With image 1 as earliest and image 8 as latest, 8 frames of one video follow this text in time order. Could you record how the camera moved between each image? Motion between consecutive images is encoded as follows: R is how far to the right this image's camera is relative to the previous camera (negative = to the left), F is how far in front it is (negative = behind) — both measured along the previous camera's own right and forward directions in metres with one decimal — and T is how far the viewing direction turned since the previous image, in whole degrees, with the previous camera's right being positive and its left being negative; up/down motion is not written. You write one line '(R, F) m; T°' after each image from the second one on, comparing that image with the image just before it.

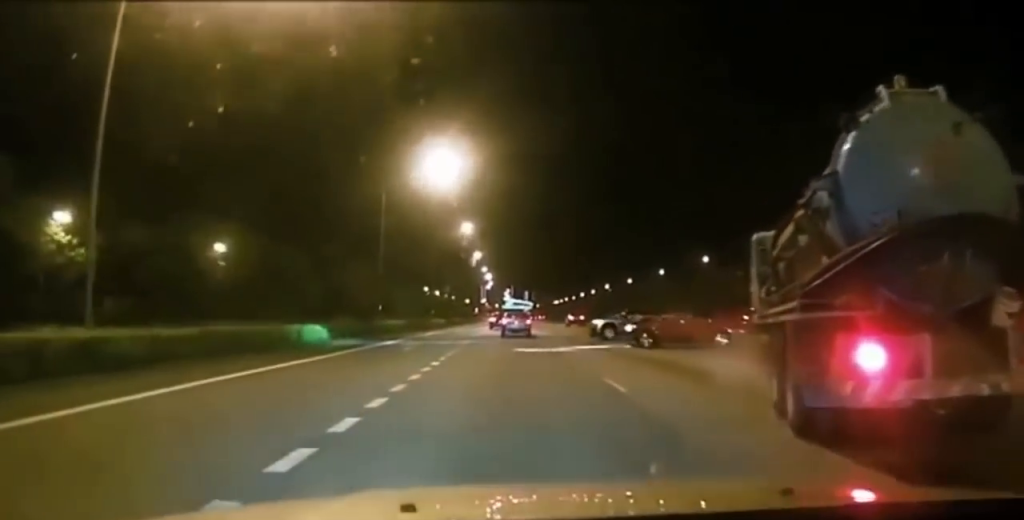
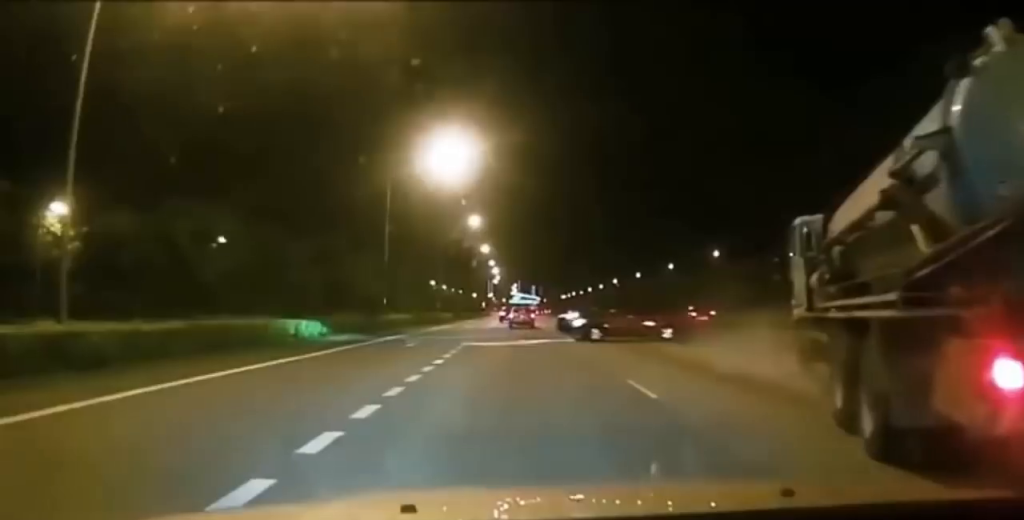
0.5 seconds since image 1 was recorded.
(0.0, +3.3) m; +1°
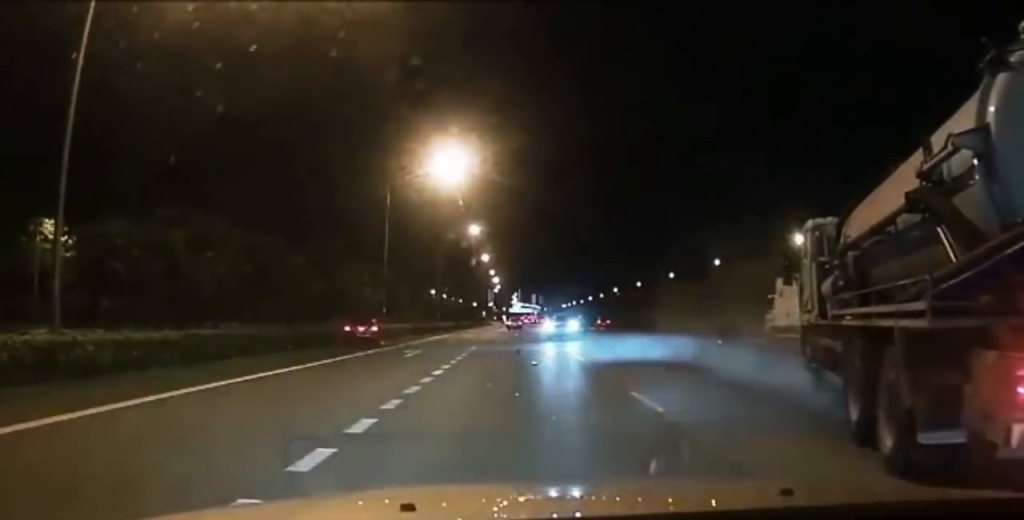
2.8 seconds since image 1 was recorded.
(+0.2, +9.8) m; +2°
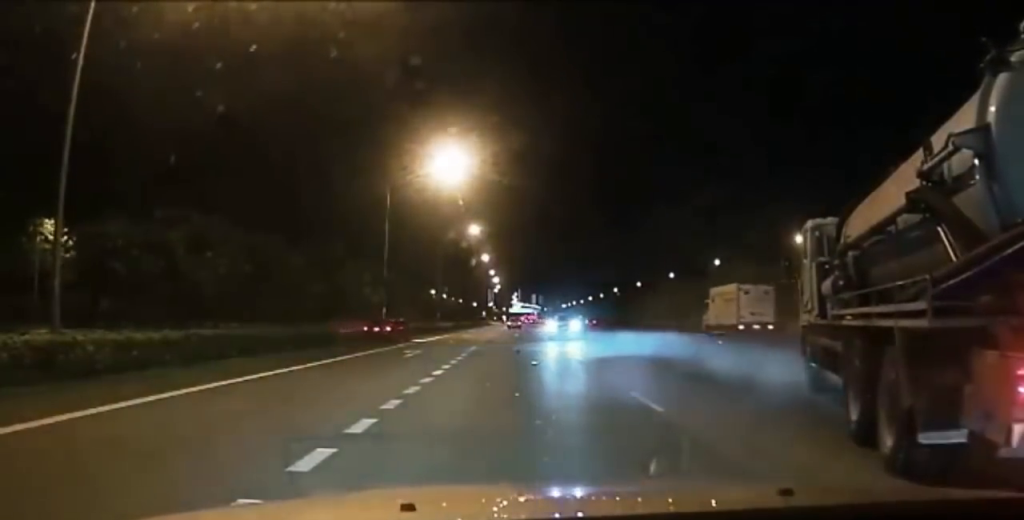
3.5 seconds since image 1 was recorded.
(0.0, +1.9) m; 0°
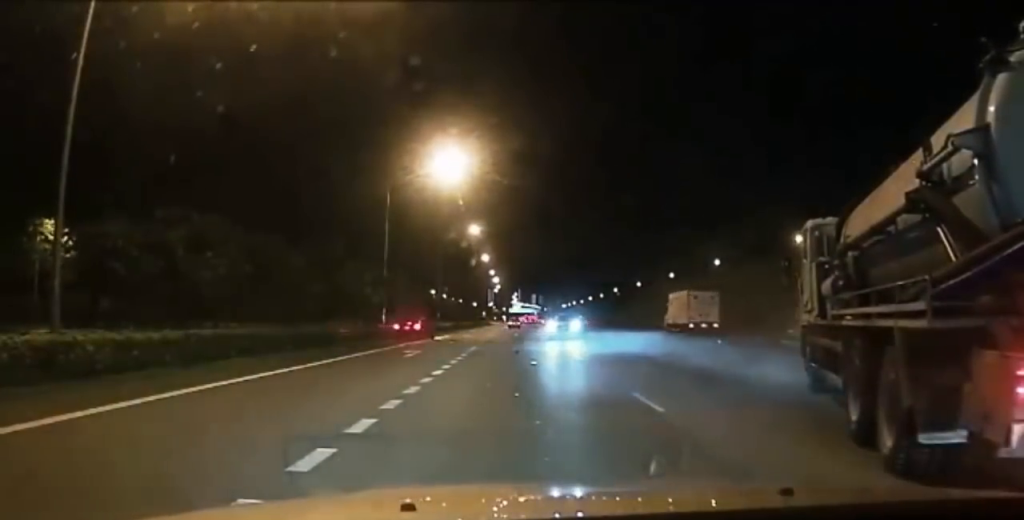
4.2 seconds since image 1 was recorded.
(0.0, +1.3) m; 0°
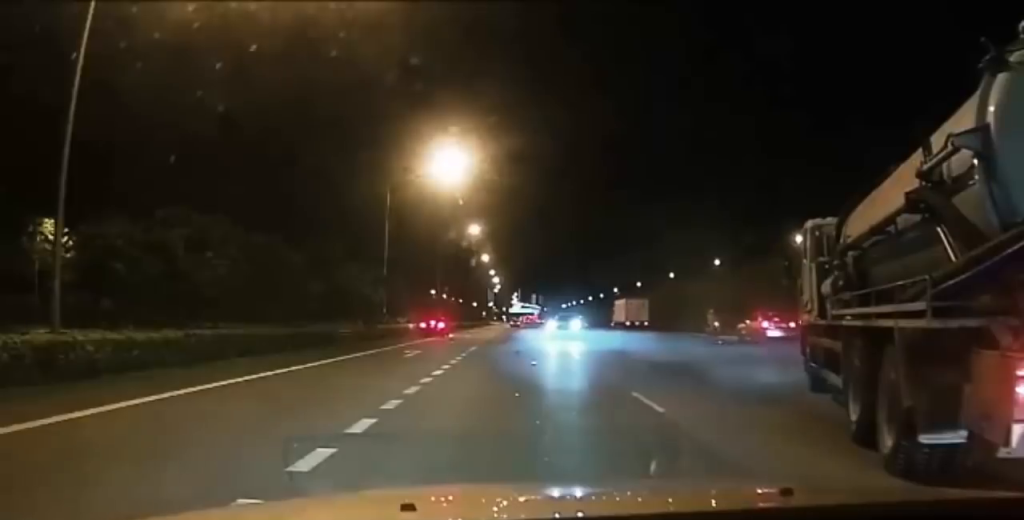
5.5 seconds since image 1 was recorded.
(-0.4, +1.5) m; 0°
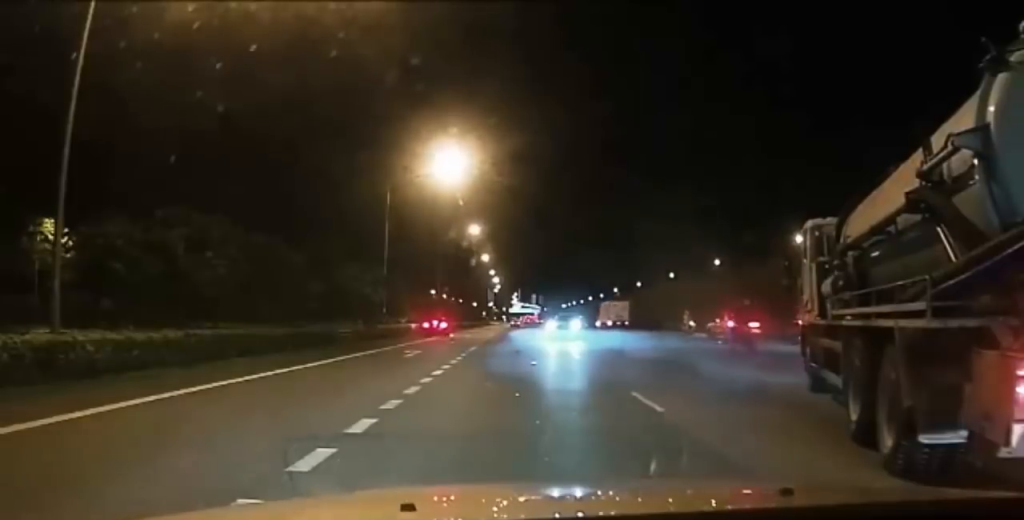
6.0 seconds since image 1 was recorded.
(-0.1, +0.2) m; 0°
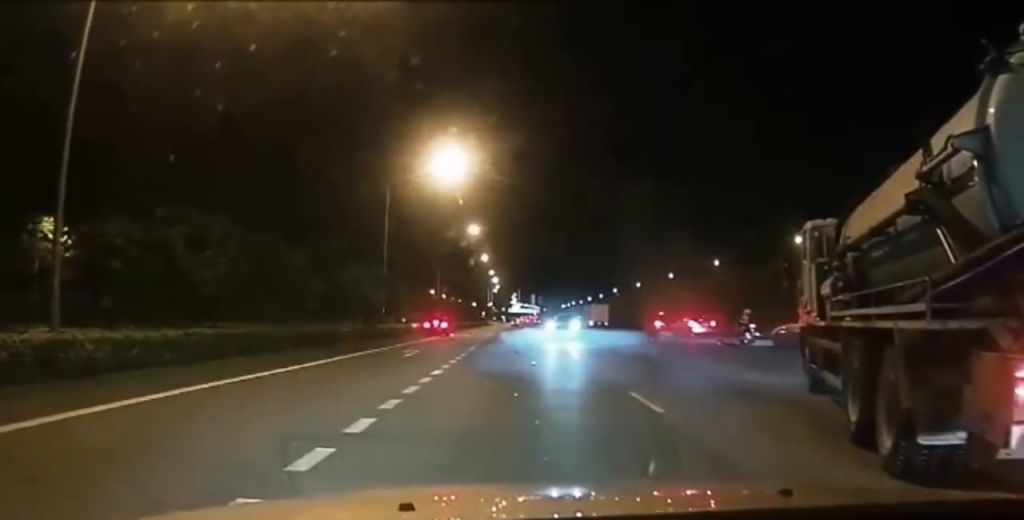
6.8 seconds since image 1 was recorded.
(-0.1, +0.1) m; 0°
